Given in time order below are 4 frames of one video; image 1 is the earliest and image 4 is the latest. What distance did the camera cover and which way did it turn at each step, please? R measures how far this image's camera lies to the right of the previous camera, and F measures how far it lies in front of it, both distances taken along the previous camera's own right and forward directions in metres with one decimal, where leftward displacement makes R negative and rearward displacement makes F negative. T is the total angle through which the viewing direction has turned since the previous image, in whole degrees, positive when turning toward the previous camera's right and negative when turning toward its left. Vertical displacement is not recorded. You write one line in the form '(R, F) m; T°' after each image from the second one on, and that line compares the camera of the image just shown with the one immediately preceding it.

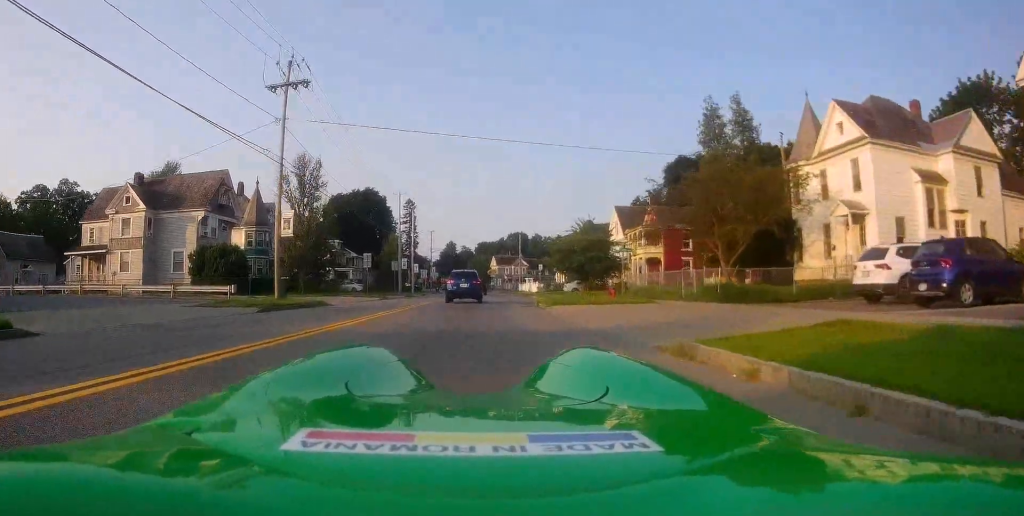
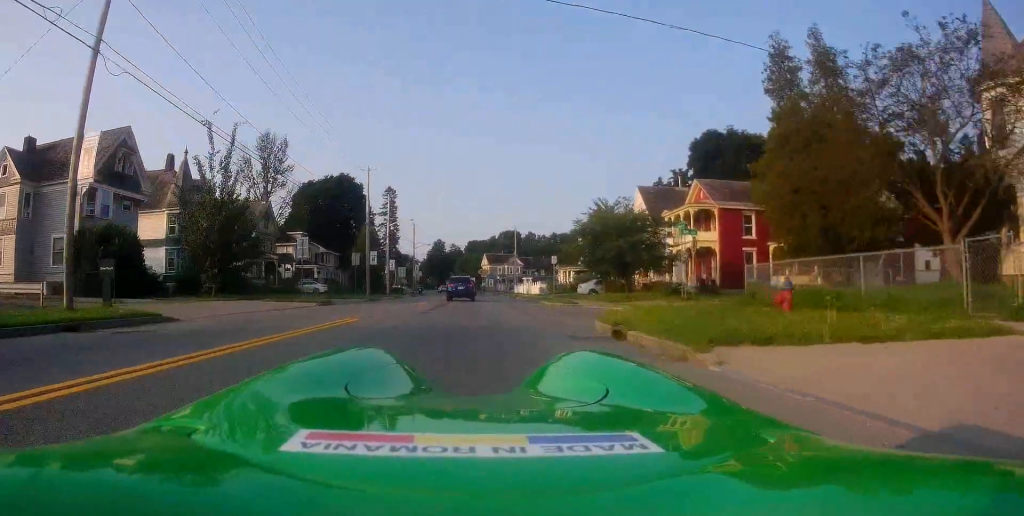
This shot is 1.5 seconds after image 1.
(+1.1, +14.4) m; +5°
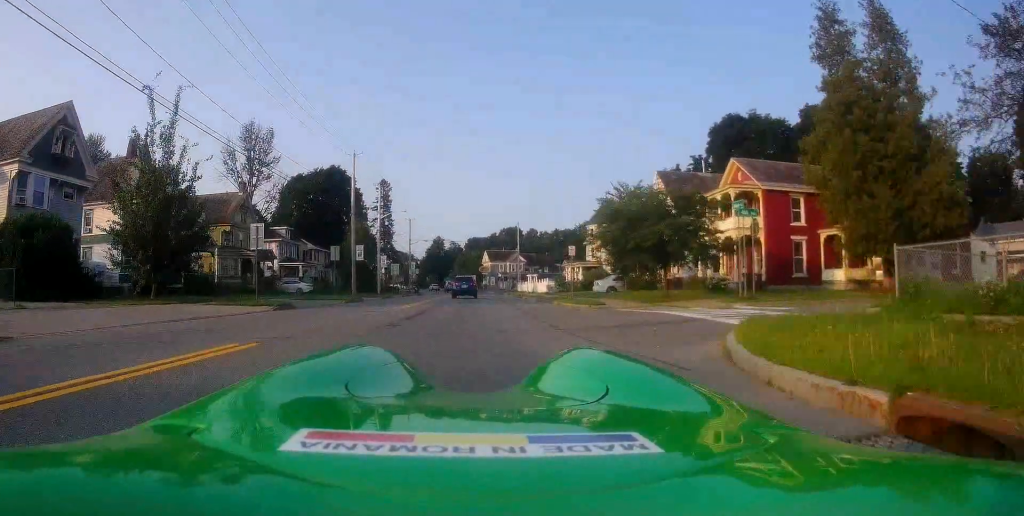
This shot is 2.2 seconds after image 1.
(-0.3, +6.8) m; -4°
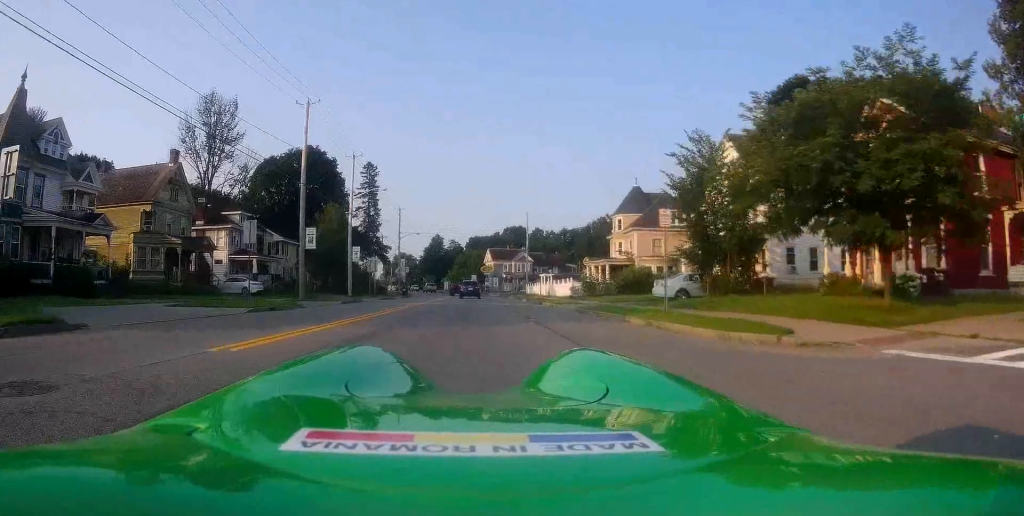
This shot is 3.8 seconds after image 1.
(-0.6, +15.2) m; -1°
